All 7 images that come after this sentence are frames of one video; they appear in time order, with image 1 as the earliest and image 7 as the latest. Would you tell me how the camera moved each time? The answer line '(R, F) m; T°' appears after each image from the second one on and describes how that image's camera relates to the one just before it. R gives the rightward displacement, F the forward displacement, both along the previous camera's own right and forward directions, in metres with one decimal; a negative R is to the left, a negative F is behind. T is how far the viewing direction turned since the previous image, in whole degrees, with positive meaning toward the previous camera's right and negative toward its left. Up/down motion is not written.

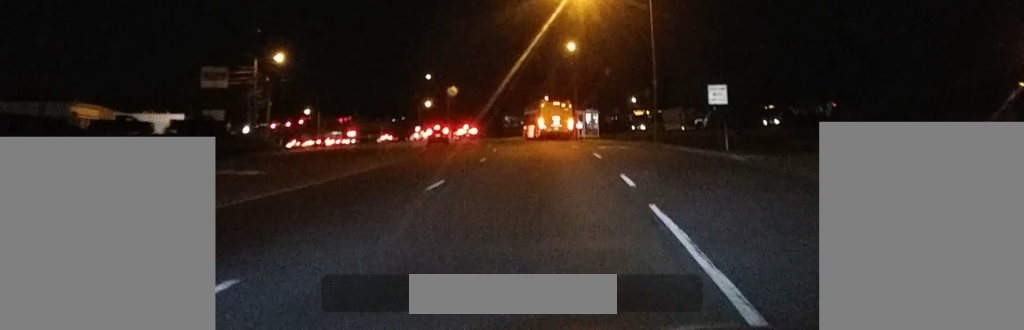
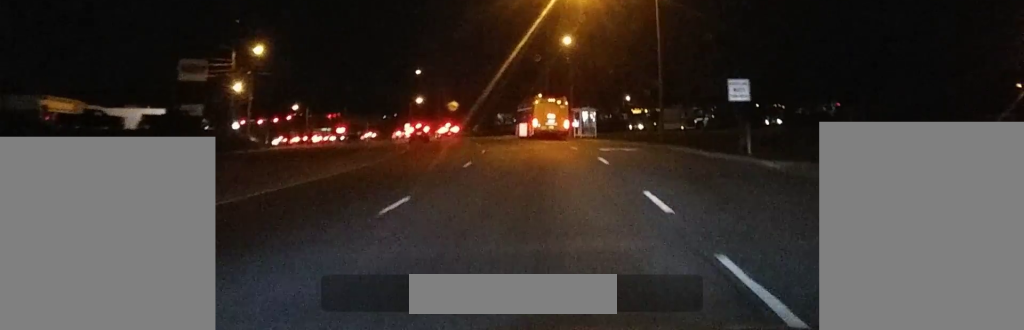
(0.0, +5.0) m; 0°
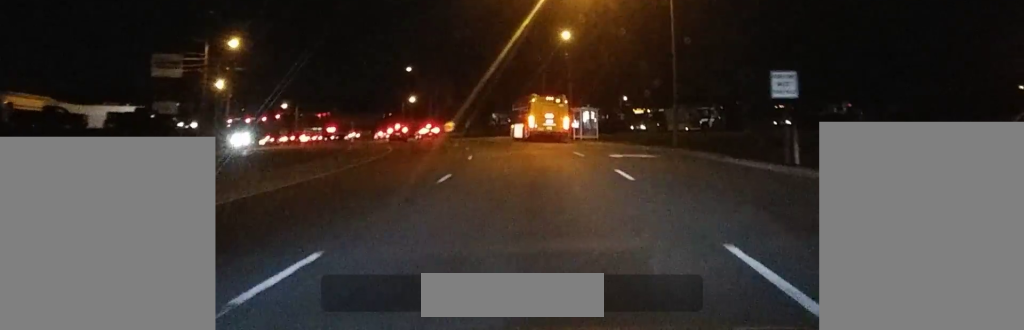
(+0.1, +5.2) m; 0°
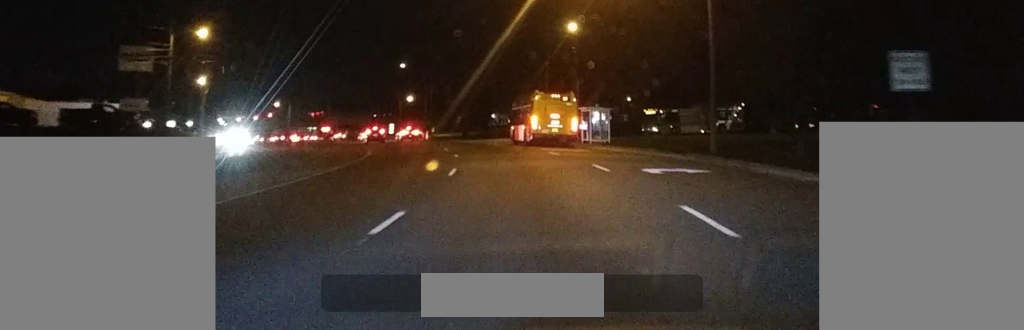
(0.0, +7.9) m; 0°
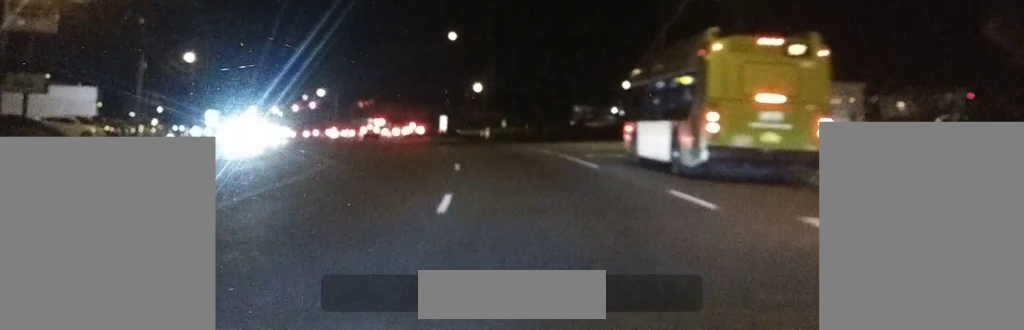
(-0.8, +31.6) m; -4°
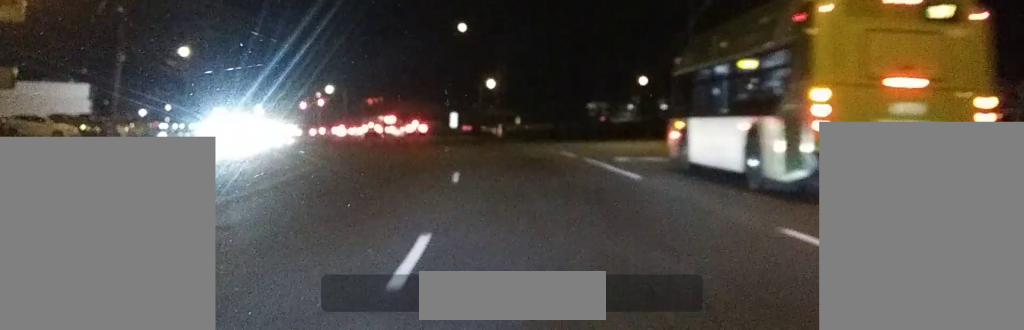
(-0.1, +5.8) m; -1°
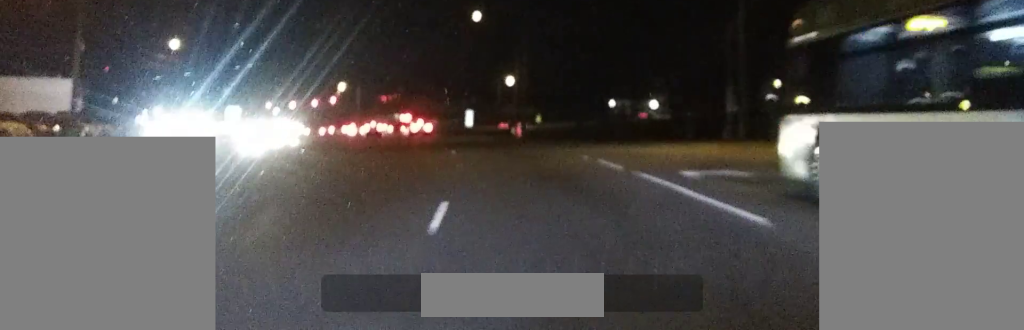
(-0.1, +8.1) m; -1°
